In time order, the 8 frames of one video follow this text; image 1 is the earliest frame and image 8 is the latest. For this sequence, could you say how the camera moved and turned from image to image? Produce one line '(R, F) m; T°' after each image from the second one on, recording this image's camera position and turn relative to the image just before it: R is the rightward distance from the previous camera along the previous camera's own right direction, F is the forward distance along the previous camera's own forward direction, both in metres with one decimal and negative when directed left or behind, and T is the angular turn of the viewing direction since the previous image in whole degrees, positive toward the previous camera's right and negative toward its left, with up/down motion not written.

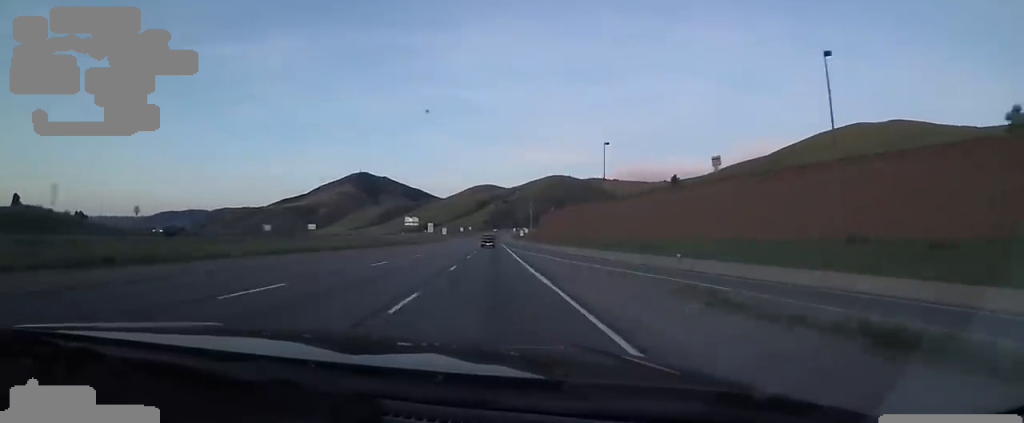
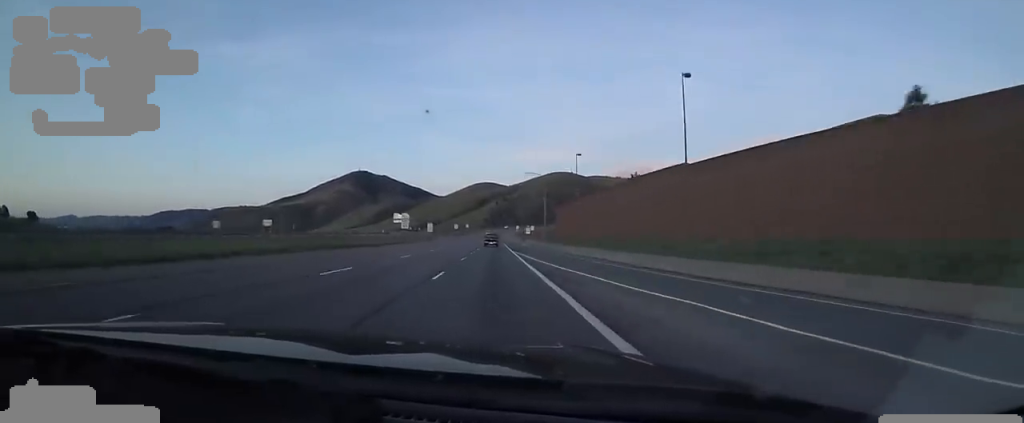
(0.0, +29.6) m; 0°
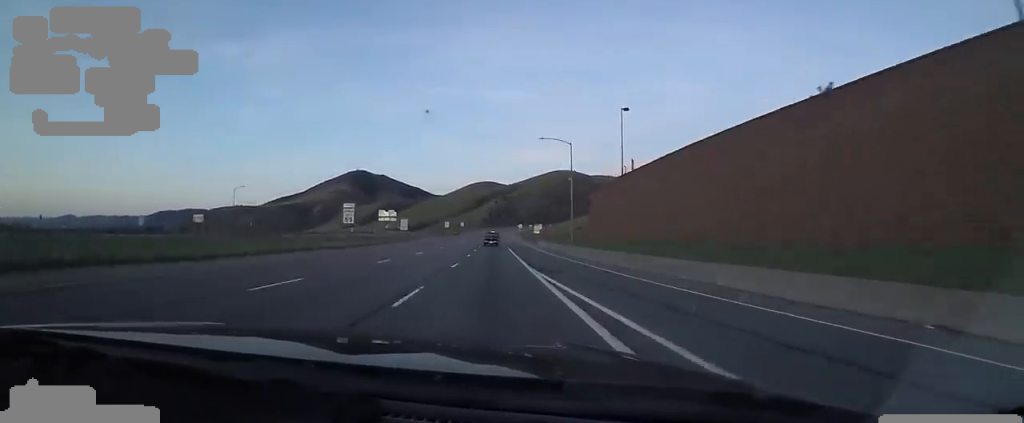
(0.0, +29.1) m; 0°
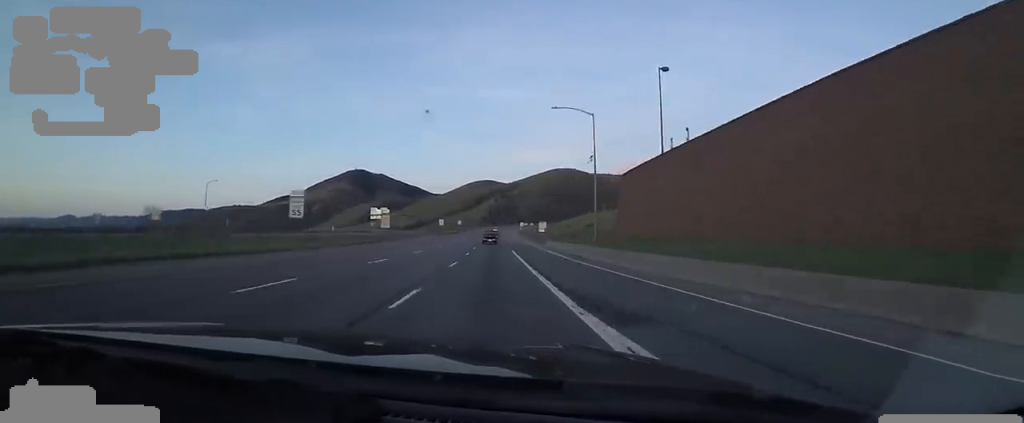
(0.0, +12.5) m; 0°
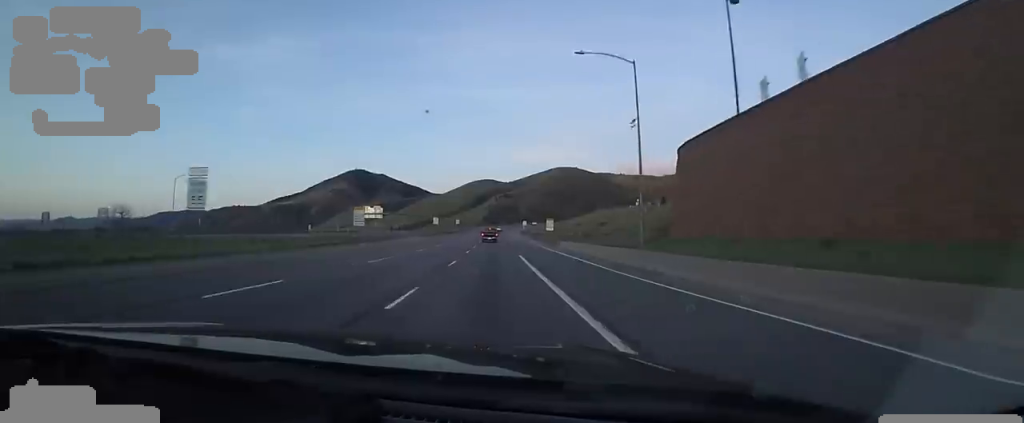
(0.0, +12.2) m; 0°
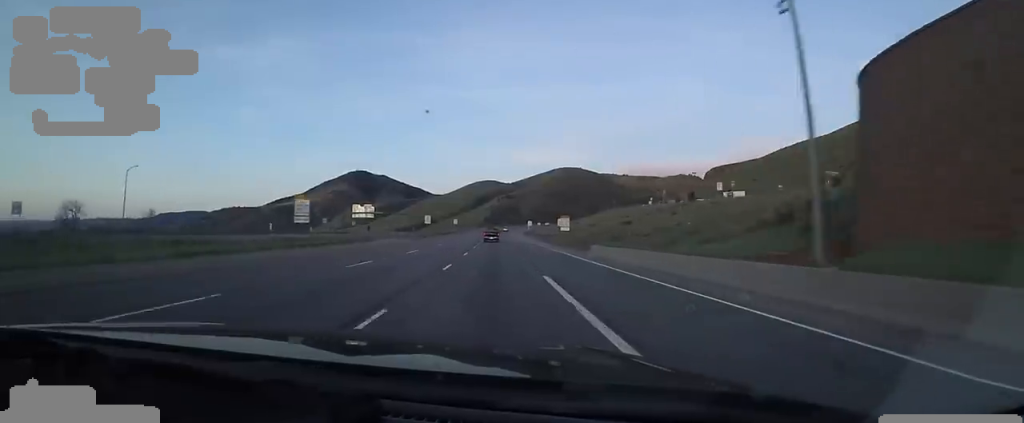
(0.0, +15.1) m; 0°
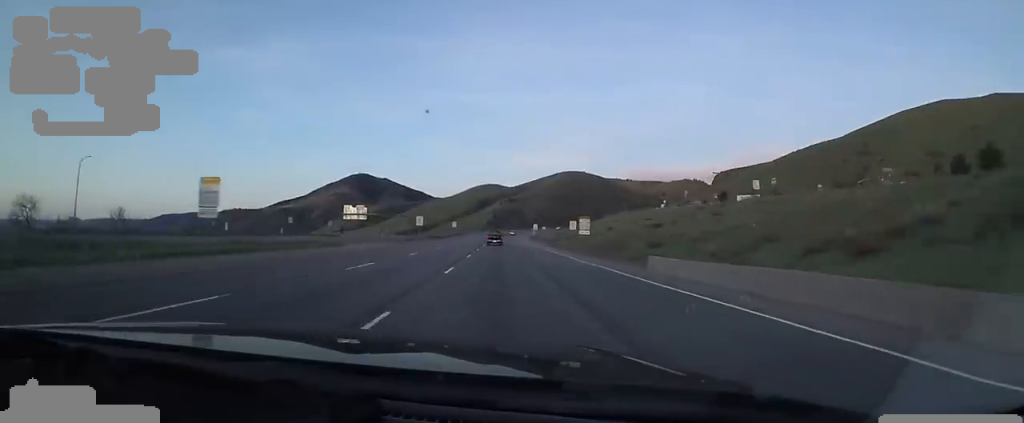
(0.0, +12.1) m; 0°
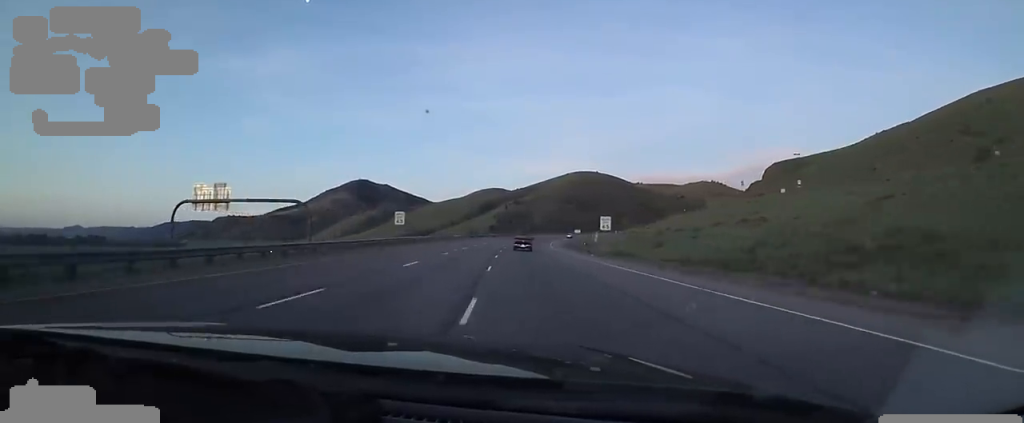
(+0.1, +80.3) m; -1°
